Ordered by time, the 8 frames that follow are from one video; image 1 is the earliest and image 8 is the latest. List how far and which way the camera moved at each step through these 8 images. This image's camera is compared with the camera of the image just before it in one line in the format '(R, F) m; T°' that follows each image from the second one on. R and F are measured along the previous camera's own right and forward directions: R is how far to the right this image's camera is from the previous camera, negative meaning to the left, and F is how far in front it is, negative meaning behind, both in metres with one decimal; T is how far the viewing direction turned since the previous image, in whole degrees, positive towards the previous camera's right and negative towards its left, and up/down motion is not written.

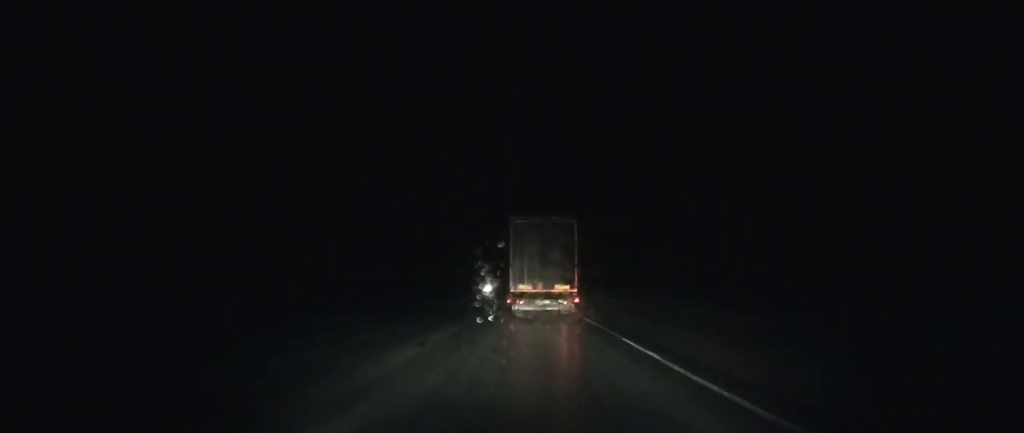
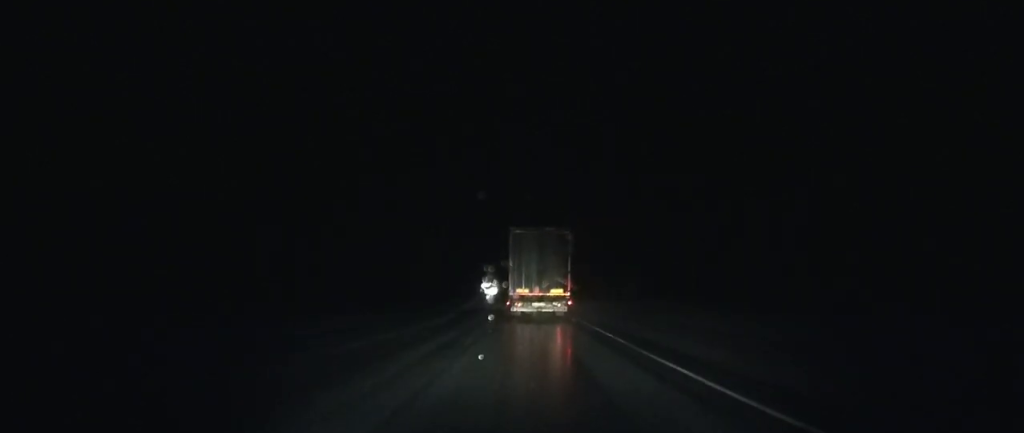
(-0.5, +58.2) m; -1°
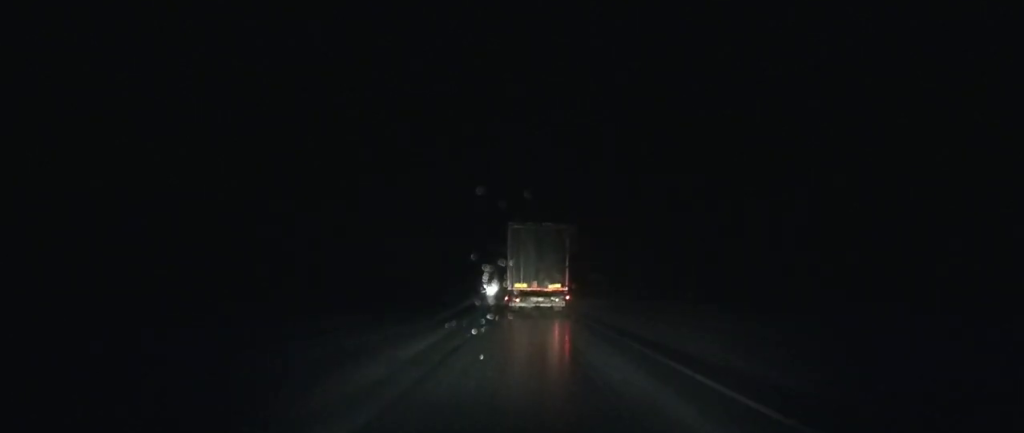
(-0.1, +23.0) m; 0°
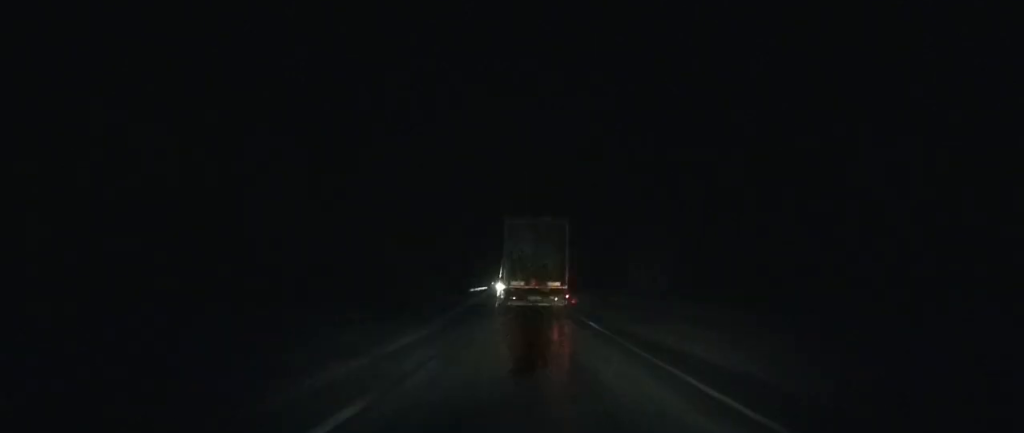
(-0.6, +55.6) m; -1°
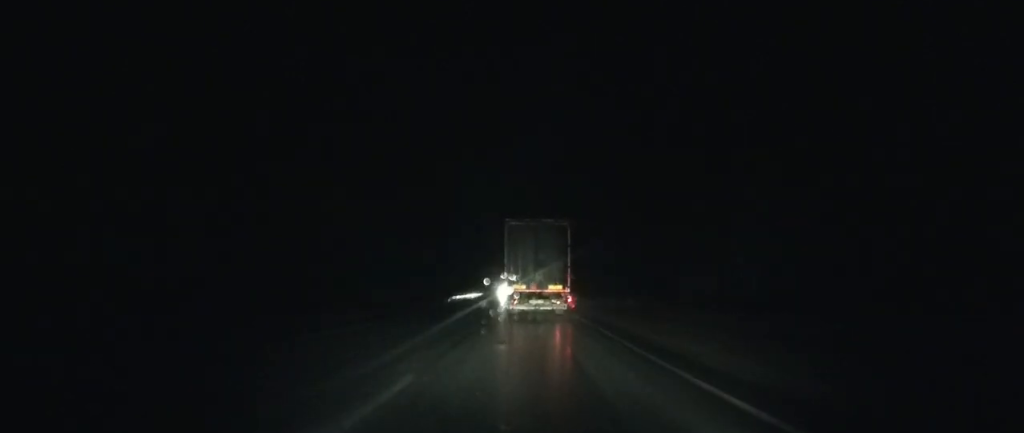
(-0.1, +34.2) m; -1°
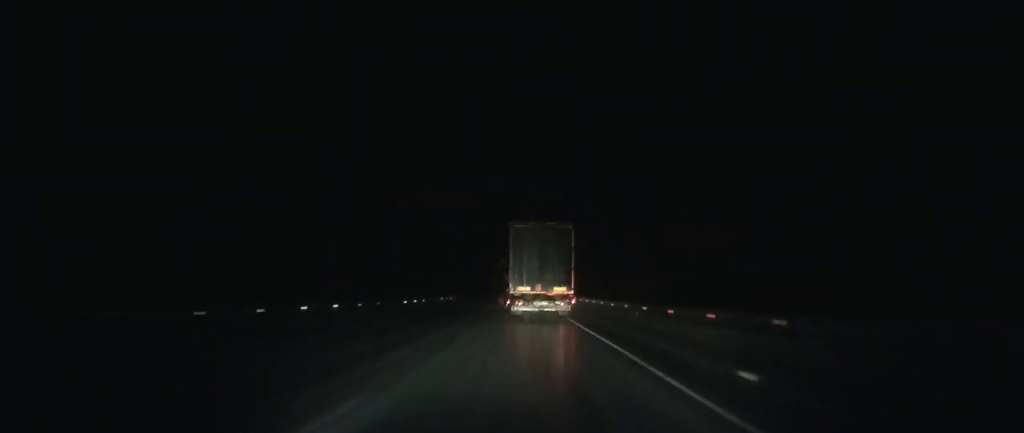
(-1.7, +112.5) m; -2°
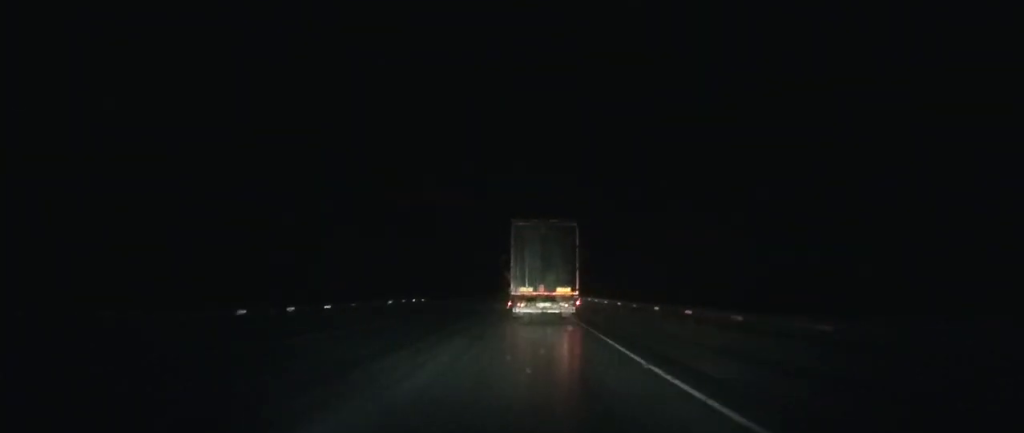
(-0.2, +24.8) m; 0°
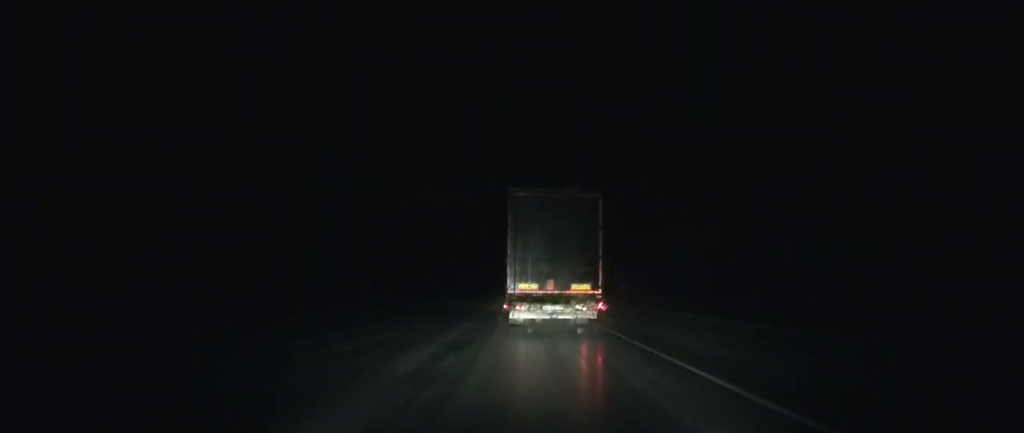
(-0.6, +93.7) m; -1°
